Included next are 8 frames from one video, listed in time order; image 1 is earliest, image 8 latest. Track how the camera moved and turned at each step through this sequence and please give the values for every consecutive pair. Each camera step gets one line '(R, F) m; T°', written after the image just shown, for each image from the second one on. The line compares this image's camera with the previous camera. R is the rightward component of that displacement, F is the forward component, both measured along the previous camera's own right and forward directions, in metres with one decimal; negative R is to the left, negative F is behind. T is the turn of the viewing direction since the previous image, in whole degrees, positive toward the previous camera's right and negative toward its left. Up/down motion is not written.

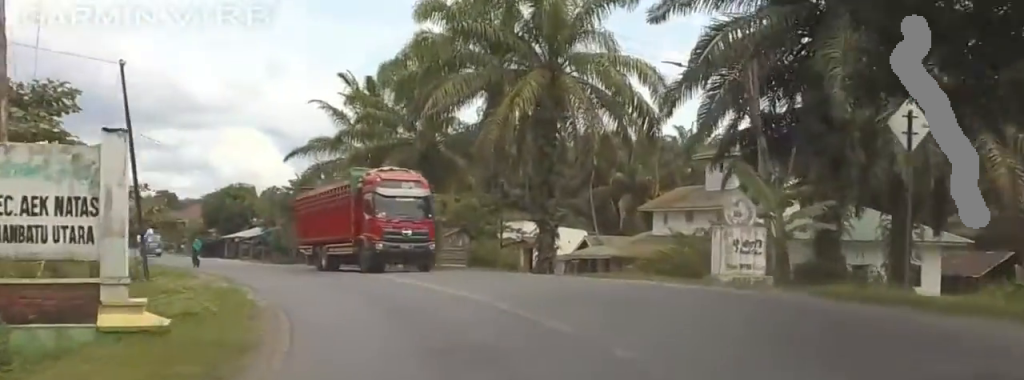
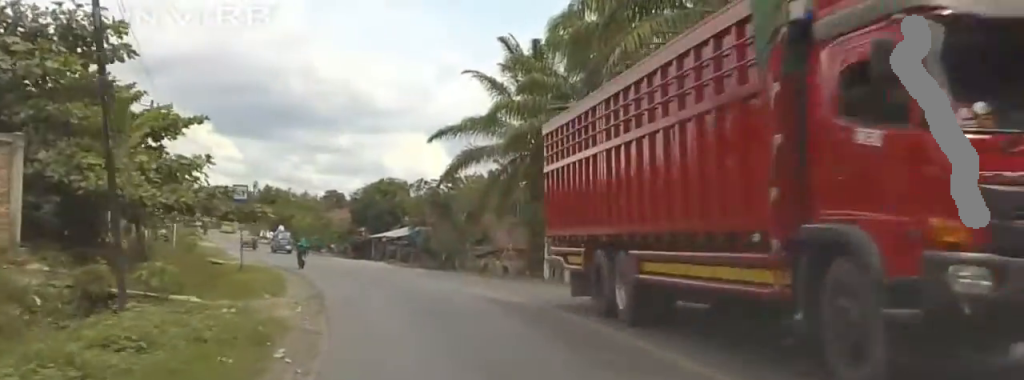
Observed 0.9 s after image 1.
(-0.9, +13.2) m; 0°
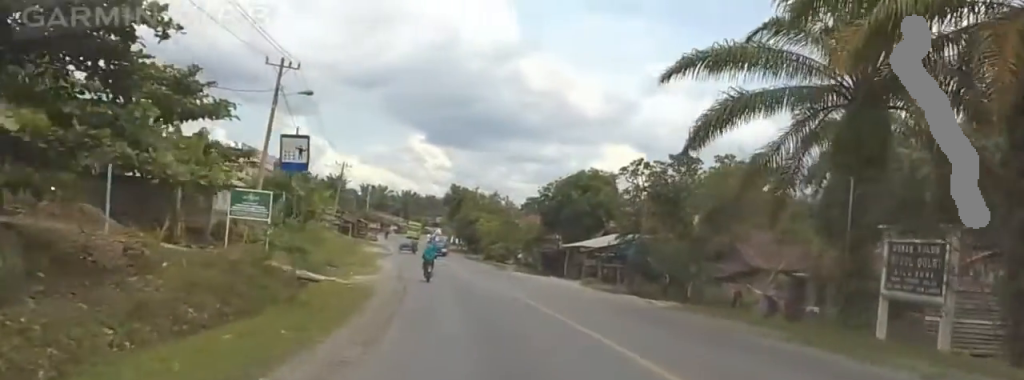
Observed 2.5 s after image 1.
(+0.7, +22.4) m; 0°
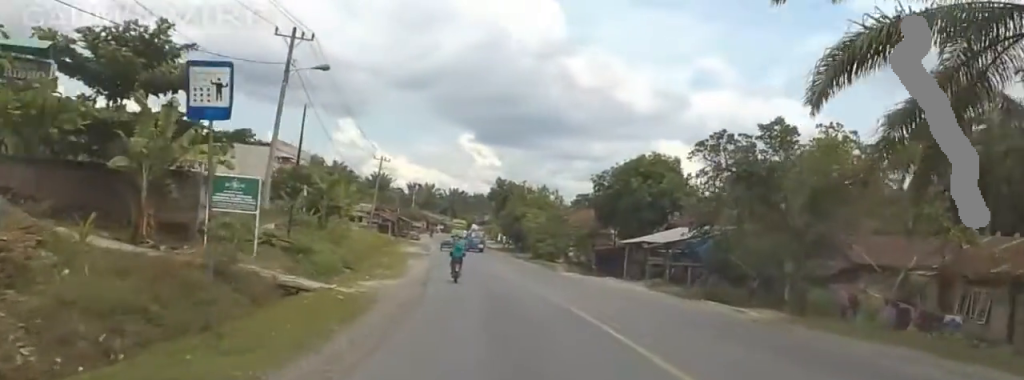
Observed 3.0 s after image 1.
(-0.6, +8.0) m; -2°
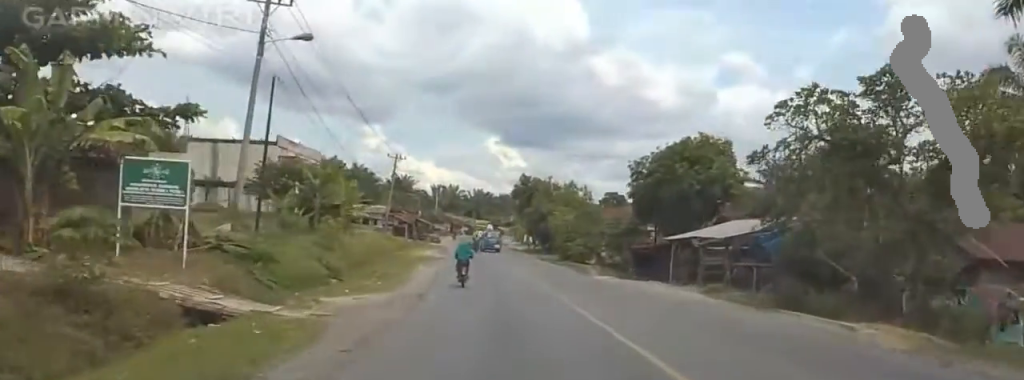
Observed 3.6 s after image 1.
(+0.1, +8.1) m; +1°
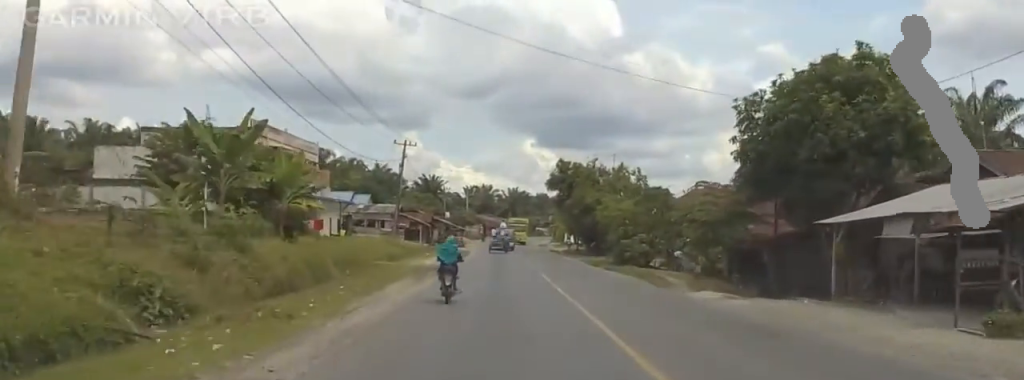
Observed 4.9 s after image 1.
(+0.4, +18.7) m; 0°
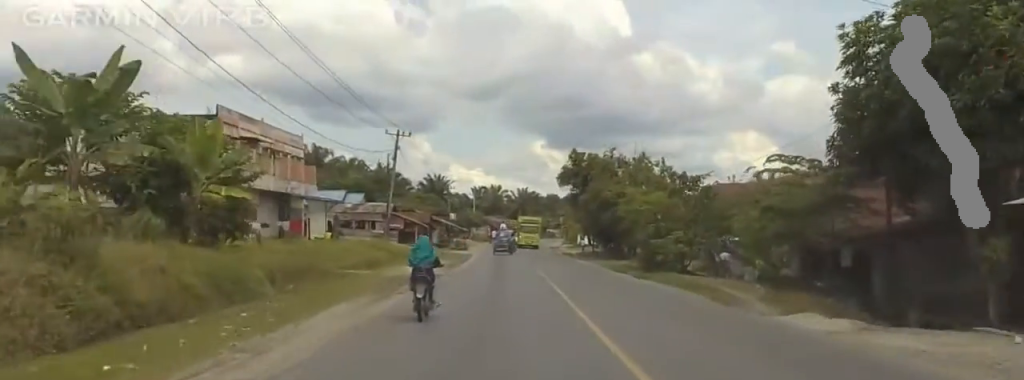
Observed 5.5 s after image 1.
(-0.1, +9.2) m; 0°
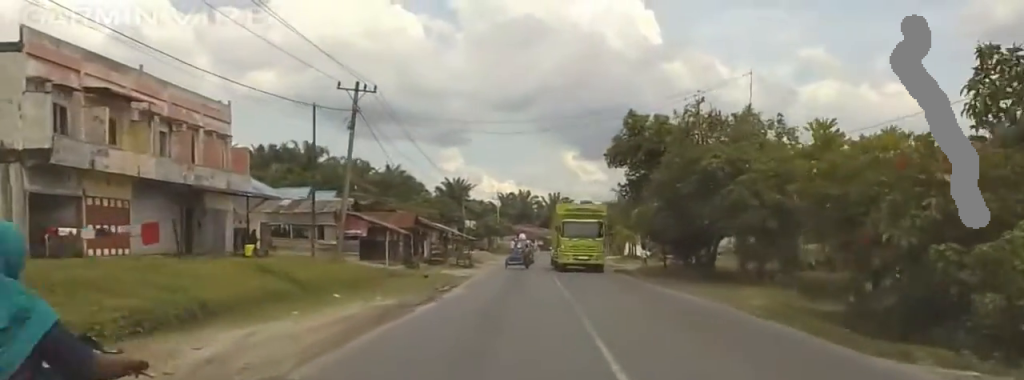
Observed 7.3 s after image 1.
(+1.1, +25.4) m; +1°
